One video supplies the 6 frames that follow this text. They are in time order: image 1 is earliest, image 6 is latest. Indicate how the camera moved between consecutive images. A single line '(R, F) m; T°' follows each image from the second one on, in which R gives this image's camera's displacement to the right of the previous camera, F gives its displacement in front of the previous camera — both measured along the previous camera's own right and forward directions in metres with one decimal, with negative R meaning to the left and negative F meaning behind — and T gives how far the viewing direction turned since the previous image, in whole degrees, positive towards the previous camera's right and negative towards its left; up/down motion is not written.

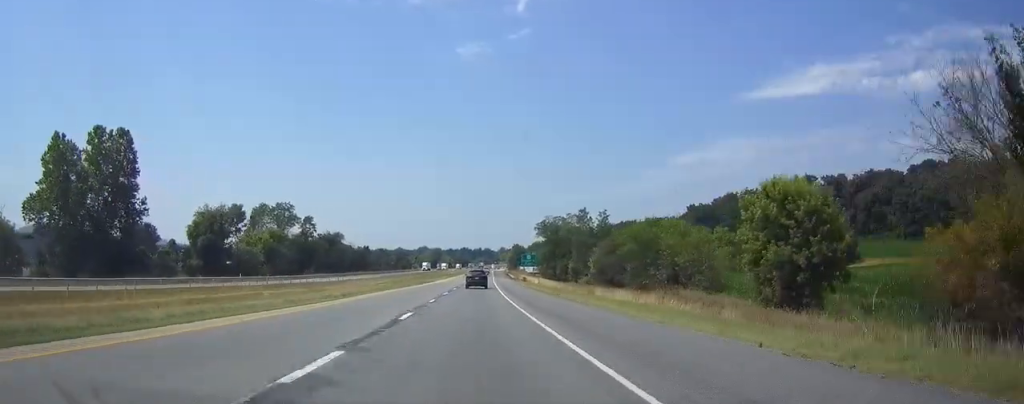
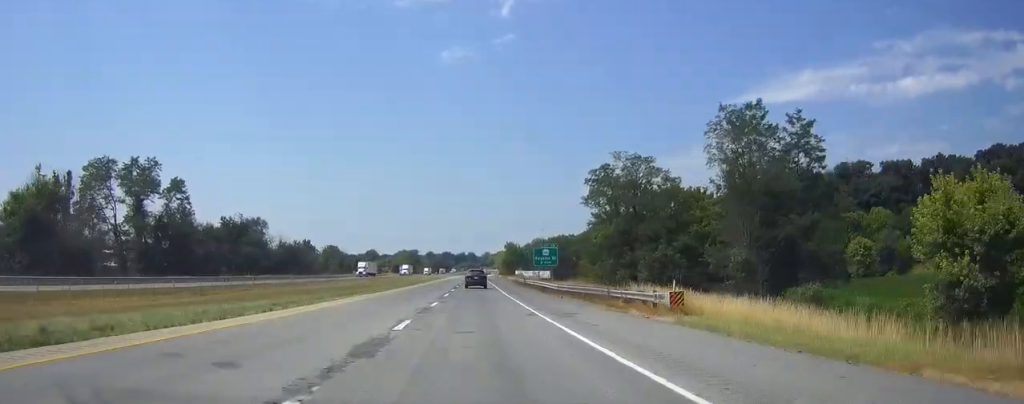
(+0.9, +76.9) m; +1°
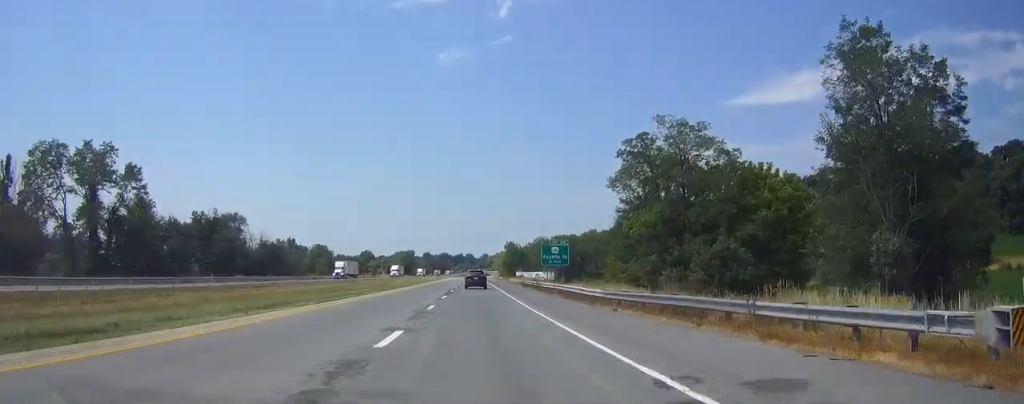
(+0.1, +15.3) m; 0°
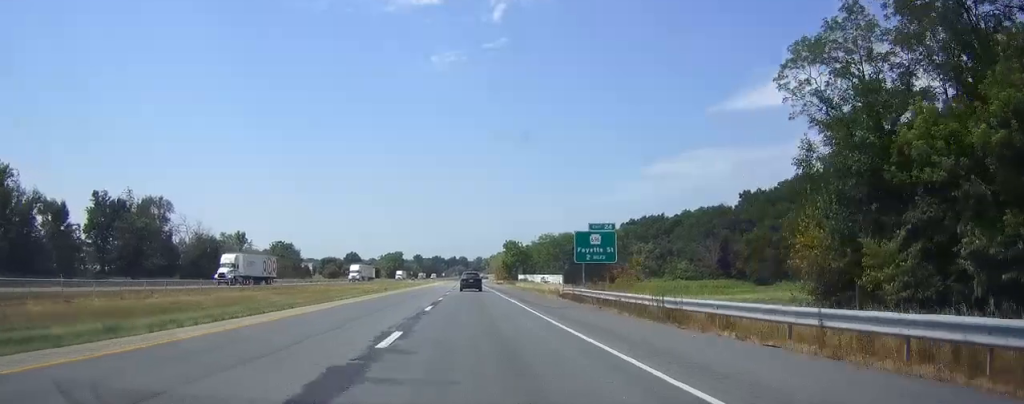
(+0.1, +37.1) m; 0°
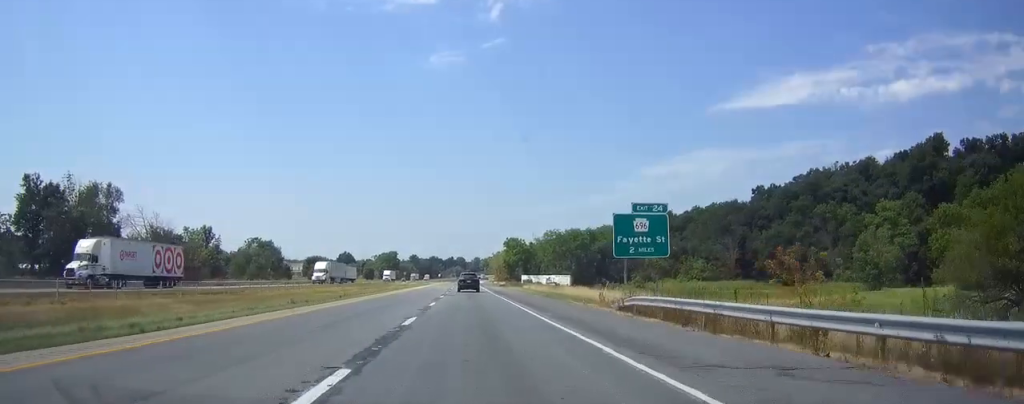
(0.0, +18.5) m; 0°
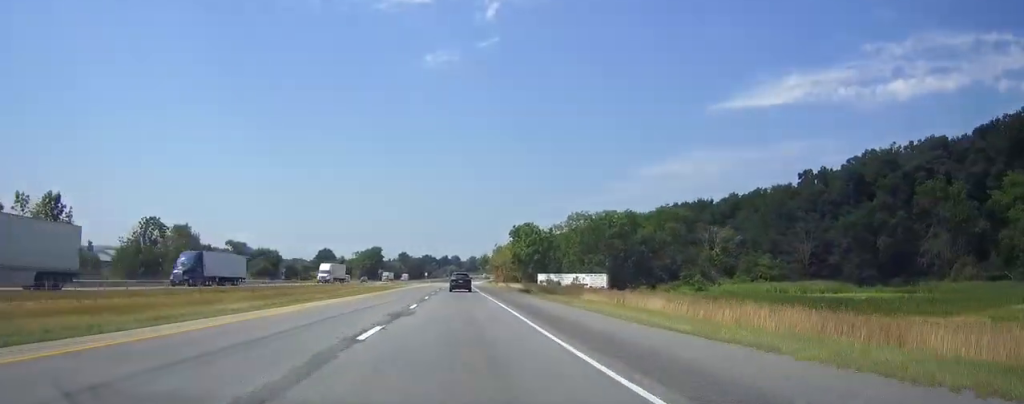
(+0.4, +52.1) m; +1°
